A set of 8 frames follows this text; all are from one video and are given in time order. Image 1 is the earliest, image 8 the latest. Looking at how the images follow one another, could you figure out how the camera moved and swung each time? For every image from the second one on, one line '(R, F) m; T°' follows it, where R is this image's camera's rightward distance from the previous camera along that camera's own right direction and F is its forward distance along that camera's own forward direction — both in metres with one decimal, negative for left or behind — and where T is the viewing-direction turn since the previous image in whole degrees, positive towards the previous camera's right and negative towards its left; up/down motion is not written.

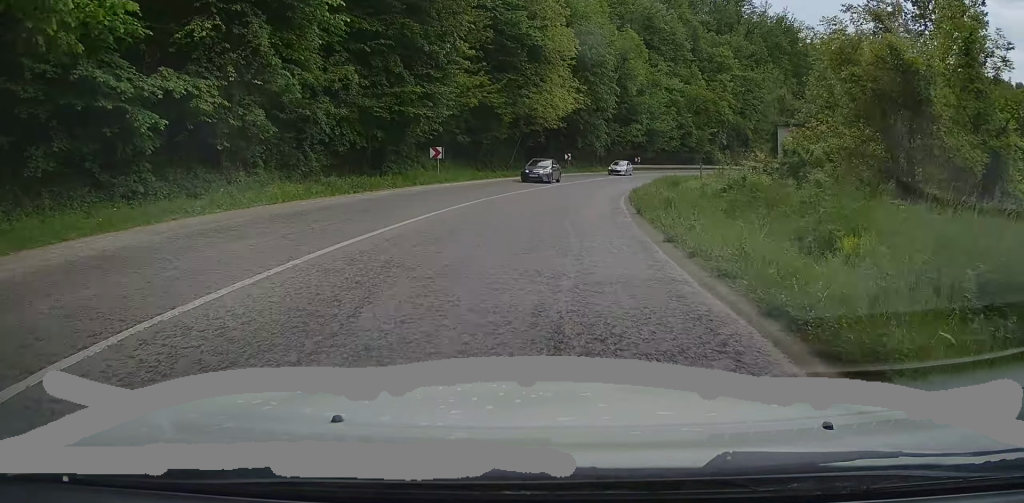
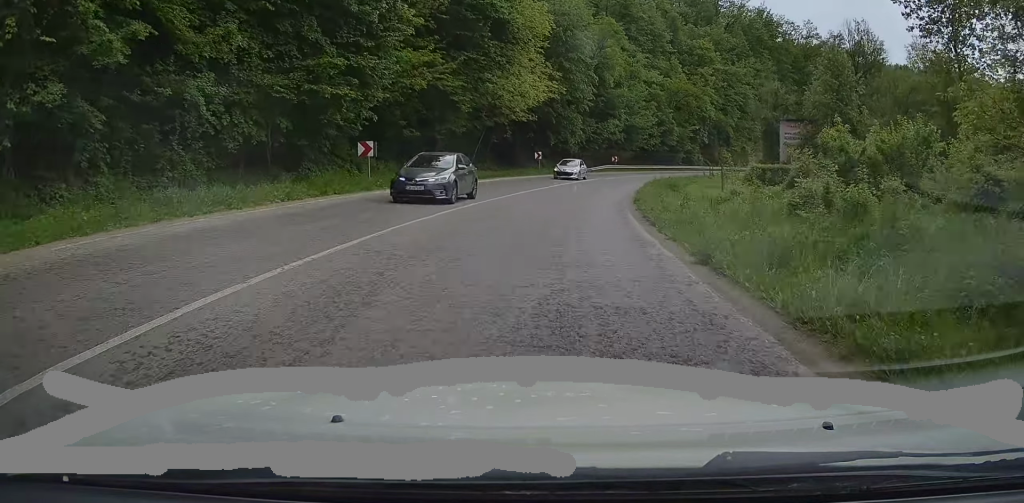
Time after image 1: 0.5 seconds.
(+0.1, +9.0) m; +3°
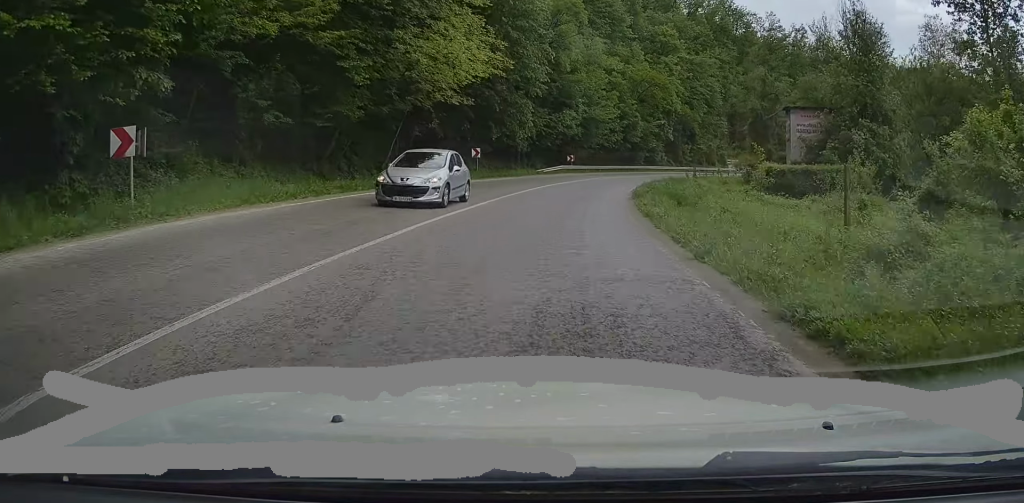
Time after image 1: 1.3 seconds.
(+0.7, +13.9) m; +5°
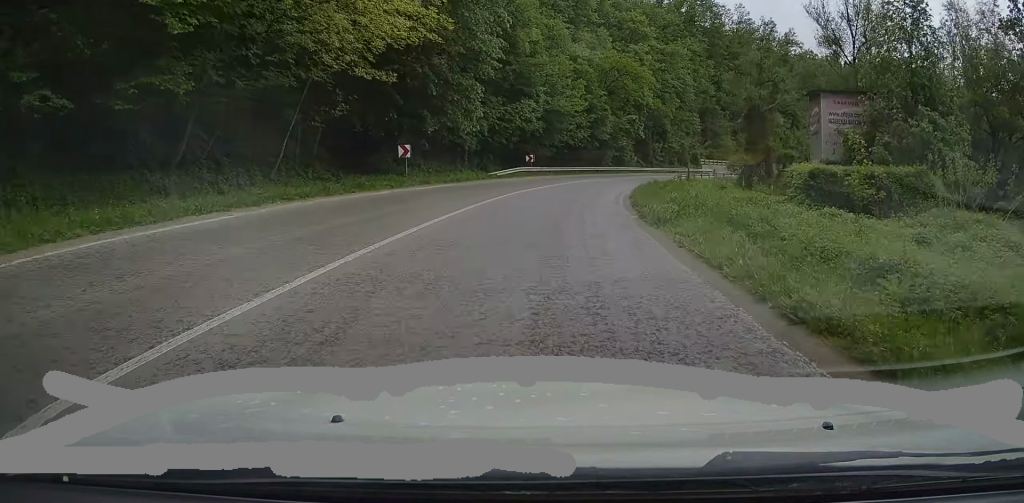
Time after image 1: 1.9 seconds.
(+0.4, +11.6) m; +4°
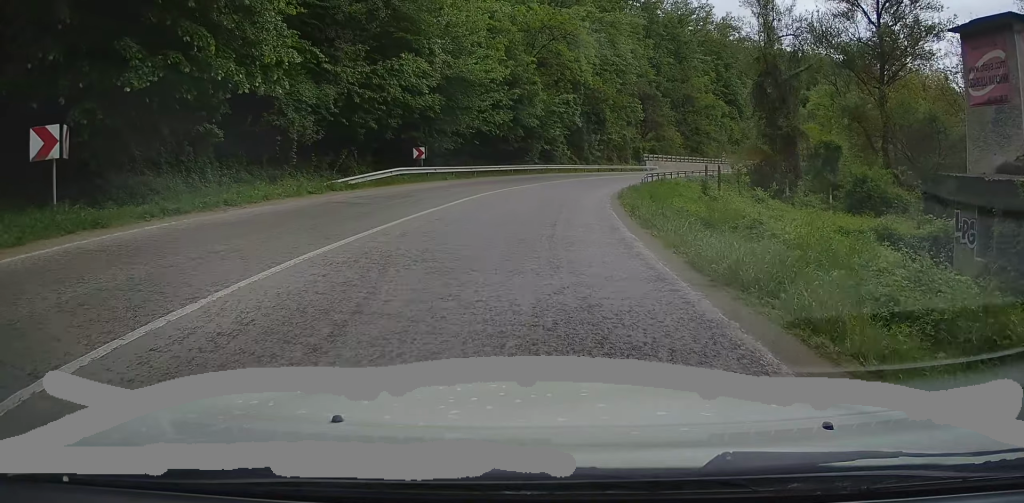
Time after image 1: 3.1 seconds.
(+1.2, +21.4) m; +7°
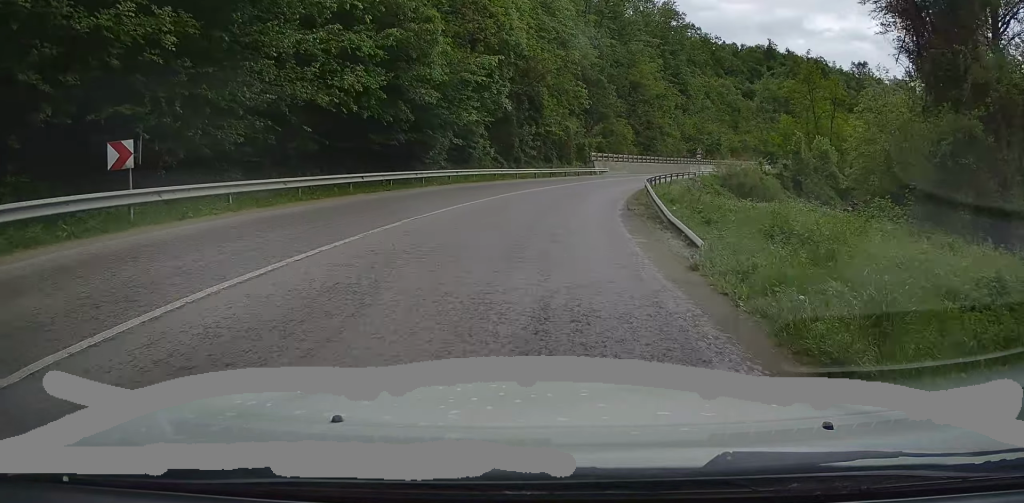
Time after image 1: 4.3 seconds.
(+1.5, +22.7) m; +7°
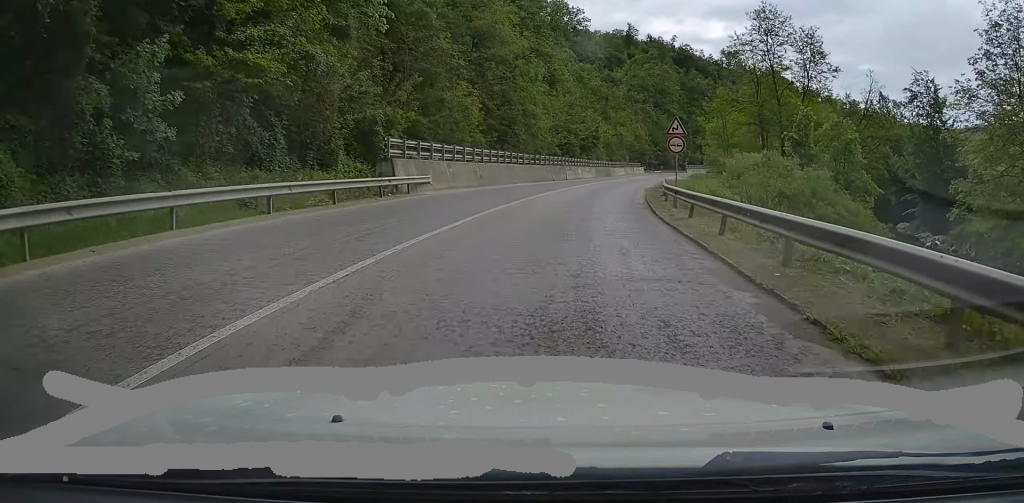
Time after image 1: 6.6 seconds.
(+5.5, +42.6) m; +17°
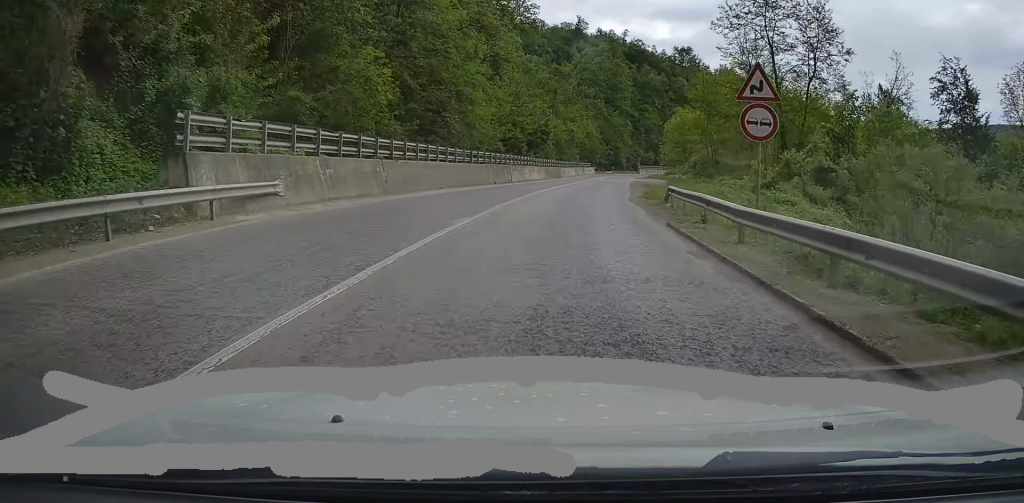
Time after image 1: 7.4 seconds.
(+1.0, +13.8) m; +4°
